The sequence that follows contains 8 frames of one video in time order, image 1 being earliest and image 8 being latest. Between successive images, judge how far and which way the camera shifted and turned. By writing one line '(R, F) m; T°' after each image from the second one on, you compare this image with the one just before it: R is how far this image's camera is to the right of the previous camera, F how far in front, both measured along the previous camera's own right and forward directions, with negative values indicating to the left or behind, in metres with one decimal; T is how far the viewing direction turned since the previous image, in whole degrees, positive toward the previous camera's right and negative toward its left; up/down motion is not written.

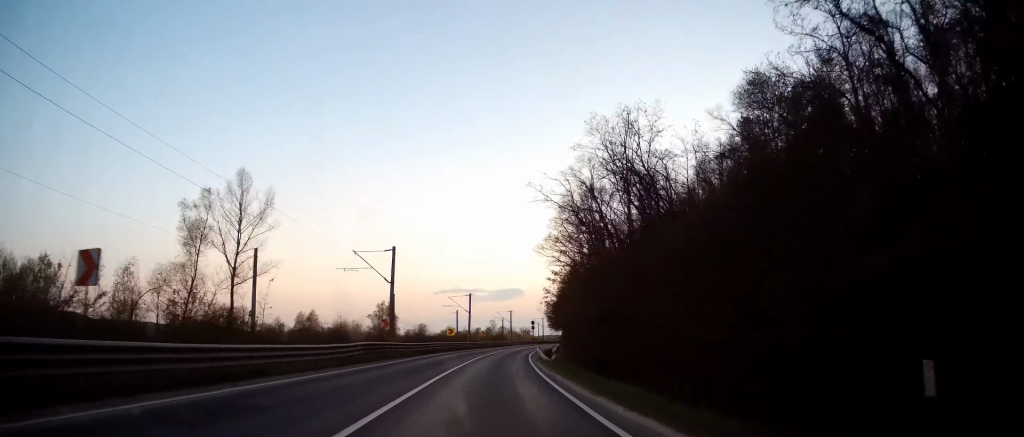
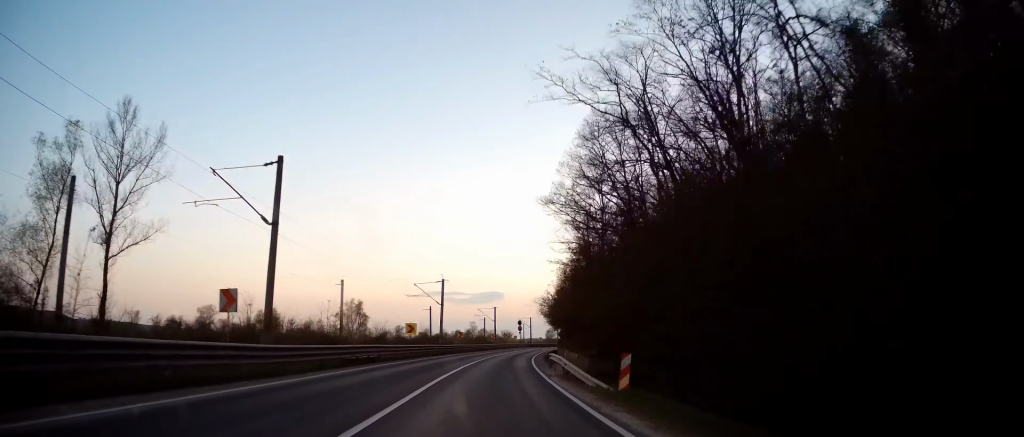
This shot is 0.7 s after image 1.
(+0.2, +20.1) m; +2°
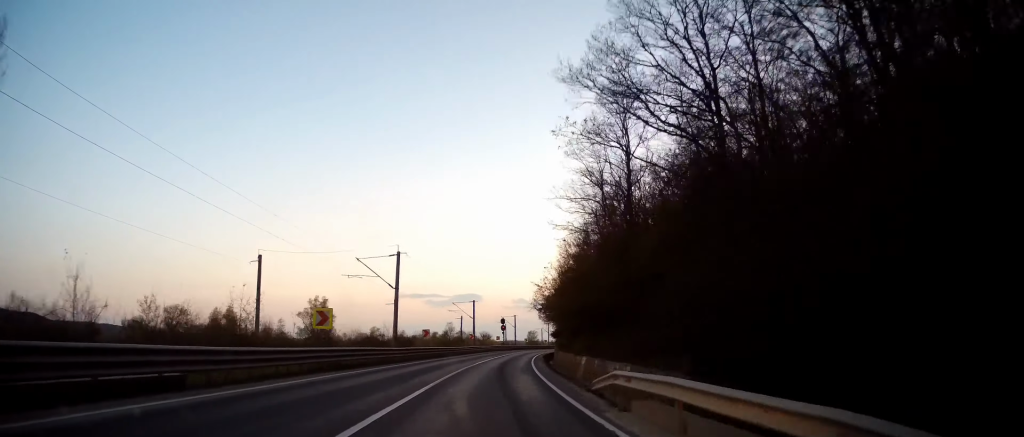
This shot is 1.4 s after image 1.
(+0.6, +18.3) m; +2°
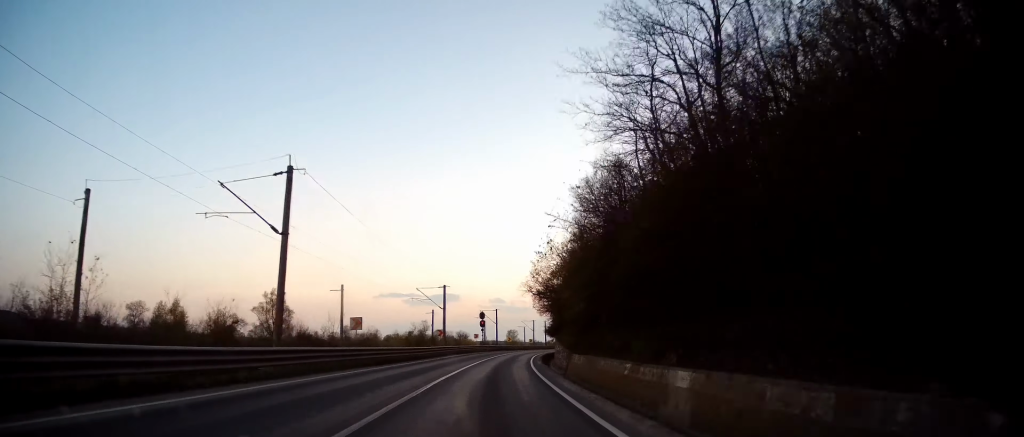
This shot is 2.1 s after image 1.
(+0.4, +19.2) m; +2°
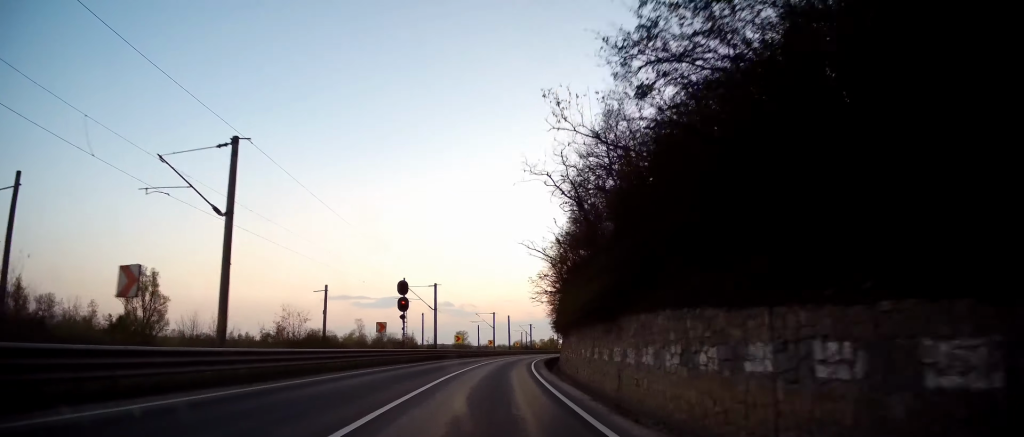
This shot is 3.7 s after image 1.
(+1.4, +43.2) m; +5°
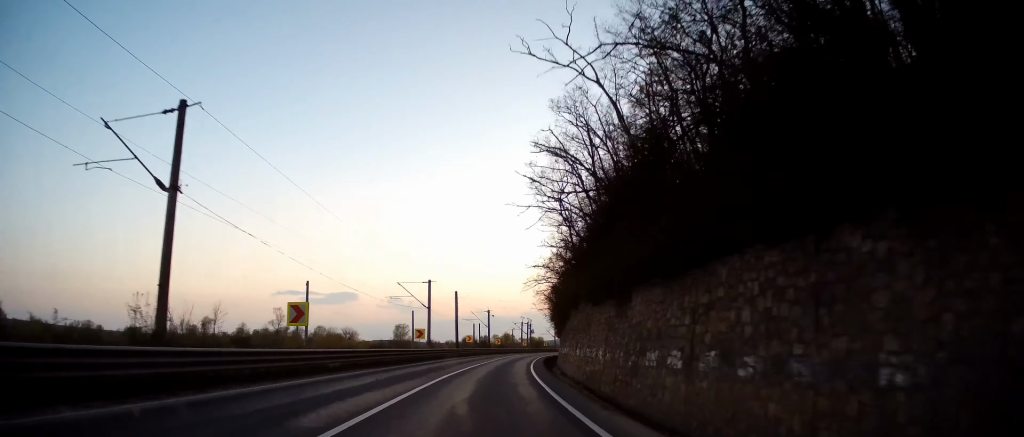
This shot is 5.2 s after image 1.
(+2.2, +41.4) m; +5°
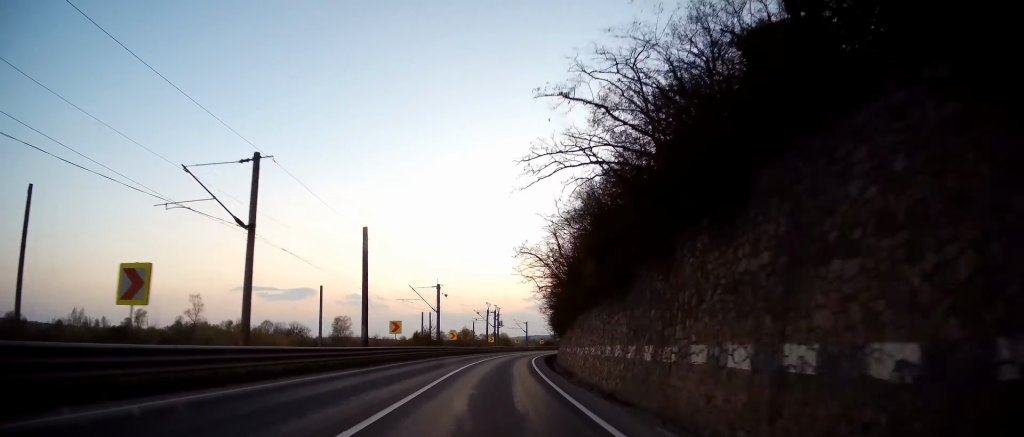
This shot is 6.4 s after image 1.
(+1.3, +34.0) m; +5°
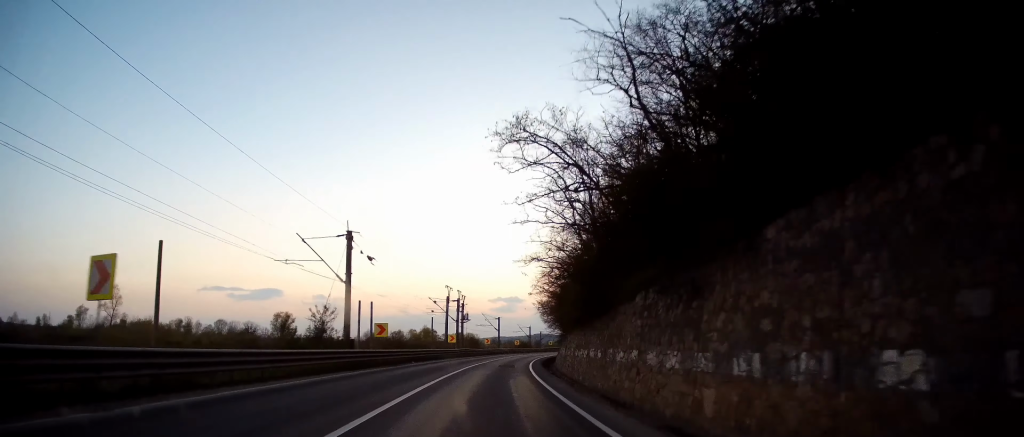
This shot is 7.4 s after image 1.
(+1.0, +26.7) m; +4°
